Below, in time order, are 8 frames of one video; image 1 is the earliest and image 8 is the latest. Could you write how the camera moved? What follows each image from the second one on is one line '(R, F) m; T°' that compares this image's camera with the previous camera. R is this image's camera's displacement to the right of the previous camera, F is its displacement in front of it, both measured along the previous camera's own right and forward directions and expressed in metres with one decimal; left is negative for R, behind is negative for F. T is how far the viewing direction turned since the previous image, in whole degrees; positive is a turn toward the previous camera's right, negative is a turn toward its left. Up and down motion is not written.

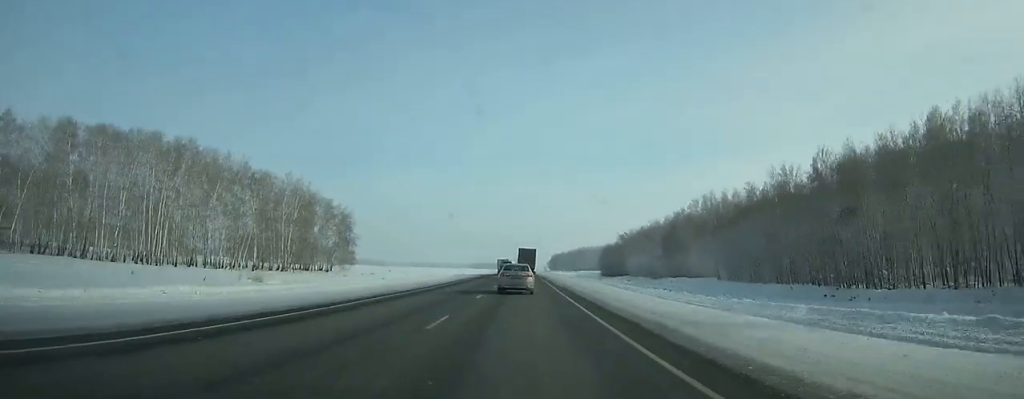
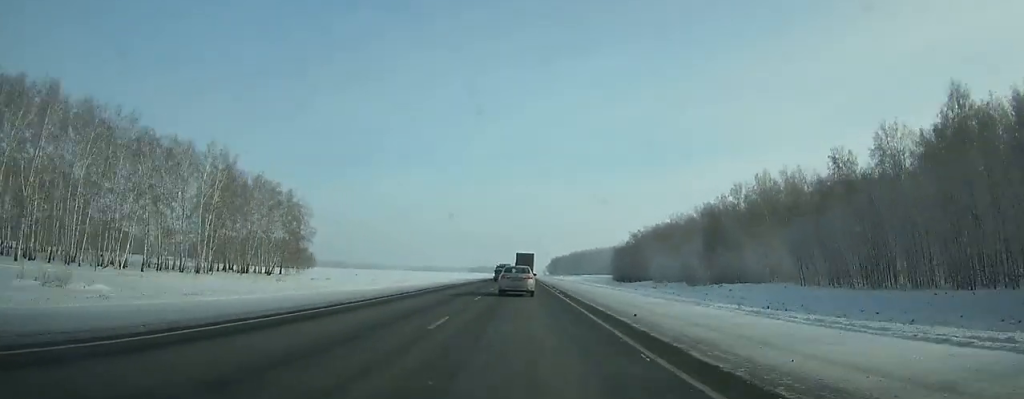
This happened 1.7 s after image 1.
(+0.1, +33.5) m; 0°
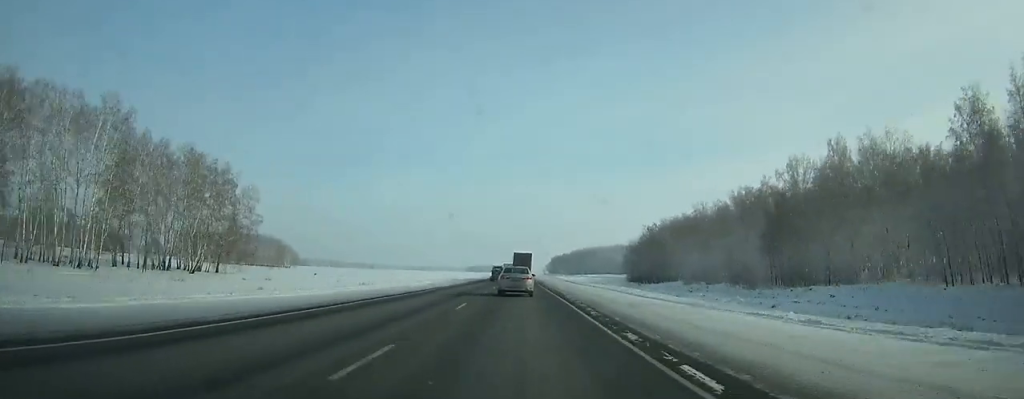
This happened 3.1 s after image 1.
(0.0, +27.2) m; 0°
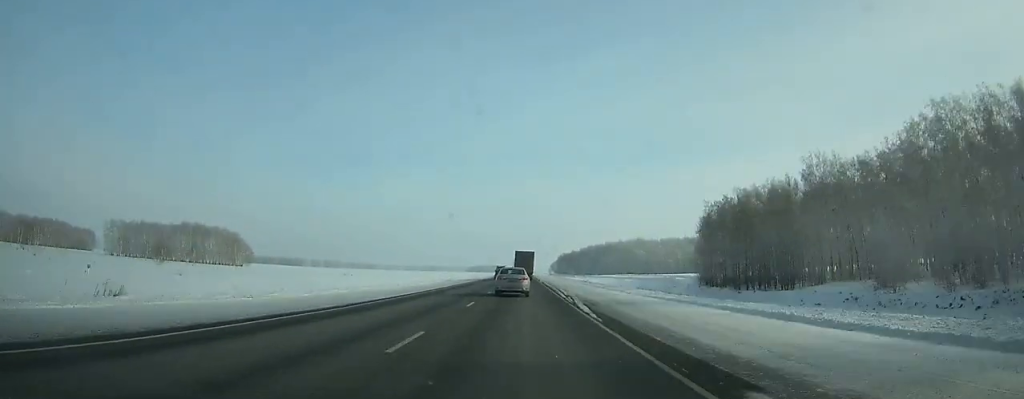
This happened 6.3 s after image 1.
(-0.1, +64.2) m; 0°
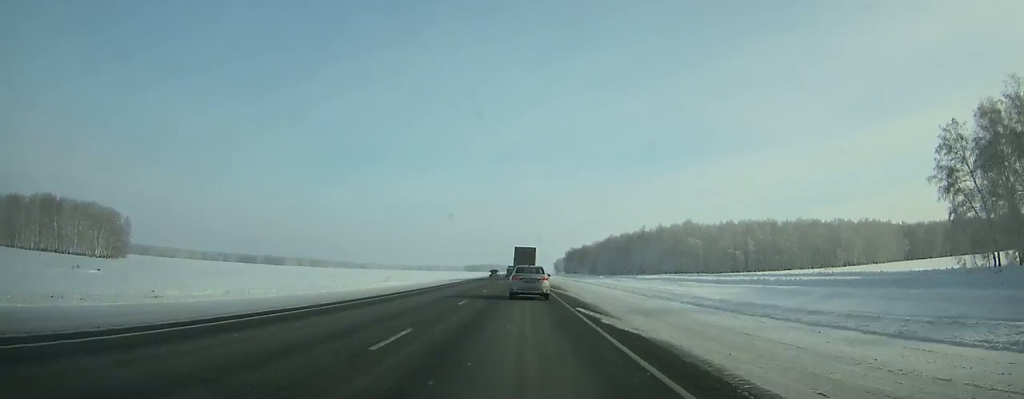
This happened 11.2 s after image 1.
(0.0, +106.2) m; 0°
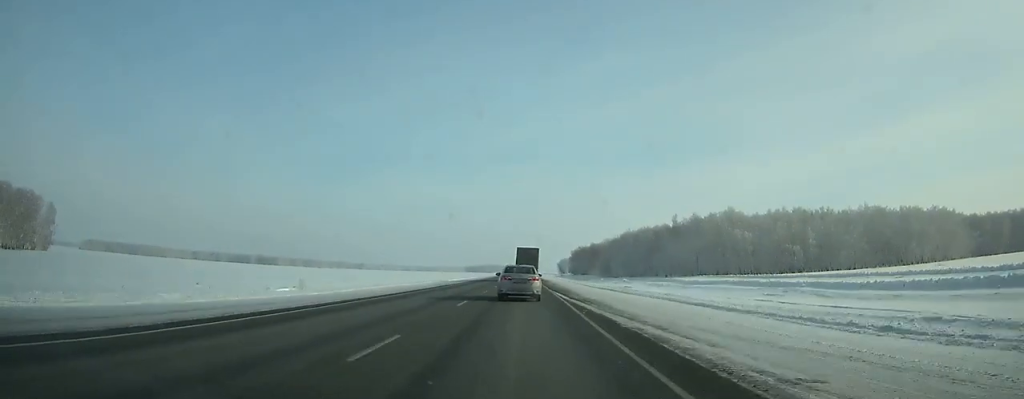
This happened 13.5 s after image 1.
(-0.1, +52.1) m; 0°
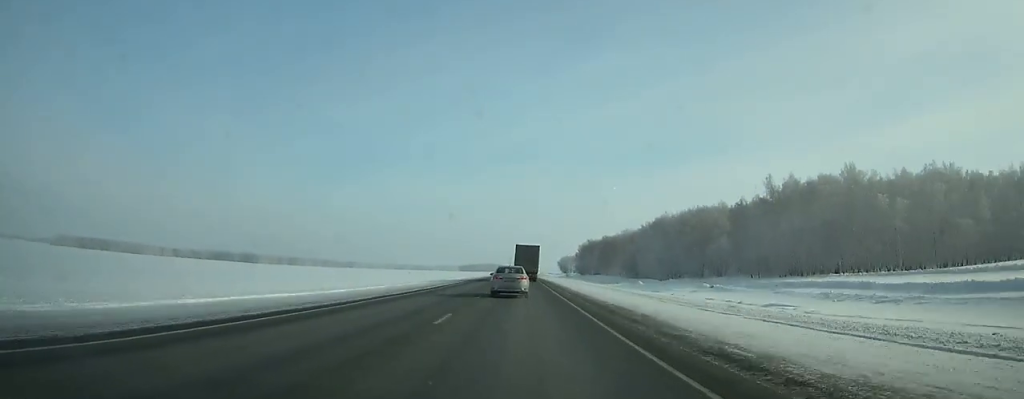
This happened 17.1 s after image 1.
(+0.1, +80.7) m; 0°
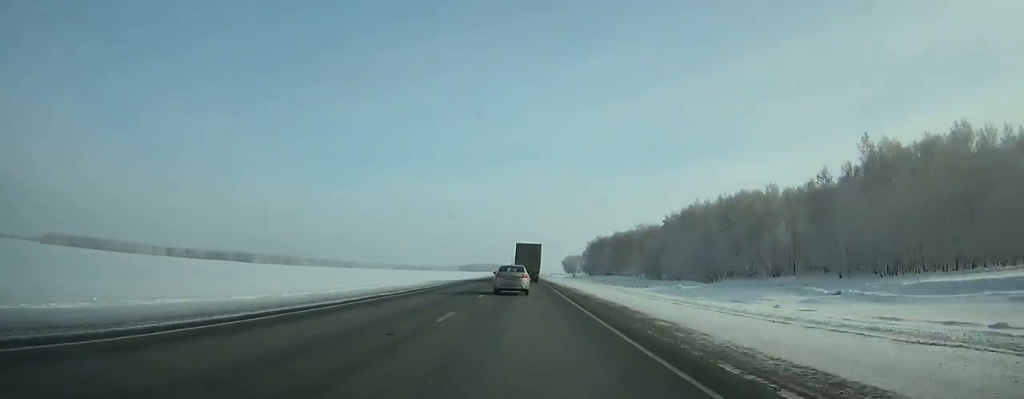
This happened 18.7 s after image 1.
(0.0, +37.2) m; 0°
